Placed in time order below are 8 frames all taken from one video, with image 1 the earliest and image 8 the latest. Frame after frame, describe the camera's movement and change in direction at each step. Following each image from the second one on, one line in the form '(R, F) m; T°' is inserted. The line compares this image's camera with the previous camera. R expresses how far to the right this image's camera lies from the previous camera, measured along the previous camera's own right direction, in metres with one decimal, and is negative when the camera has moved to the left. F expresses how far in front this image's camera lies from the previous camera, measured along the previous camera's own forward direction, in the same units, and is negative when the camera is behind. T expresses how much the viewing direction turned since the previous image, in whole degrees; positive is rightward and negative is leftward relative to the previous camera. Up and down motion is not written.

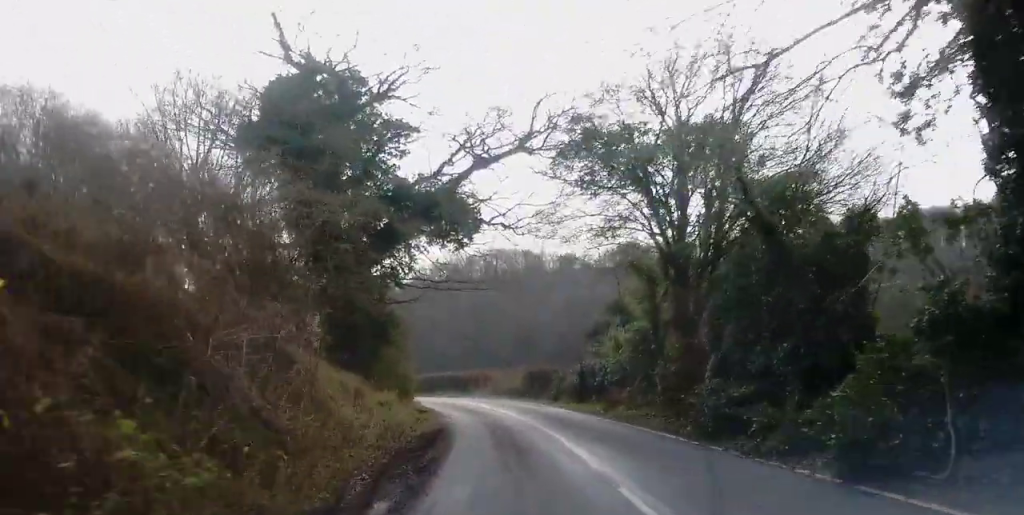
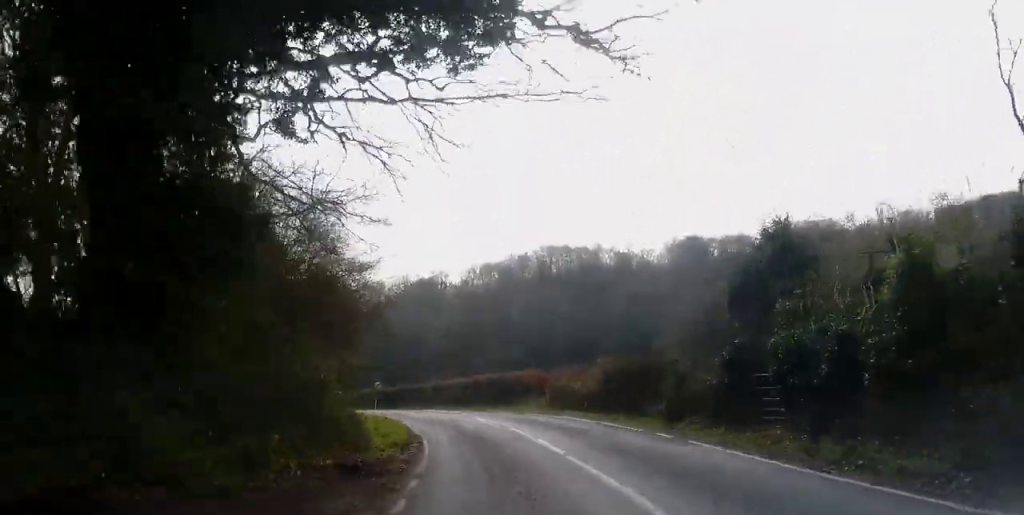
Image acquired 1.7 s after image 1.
(-0.4, +21.0) m; -4°
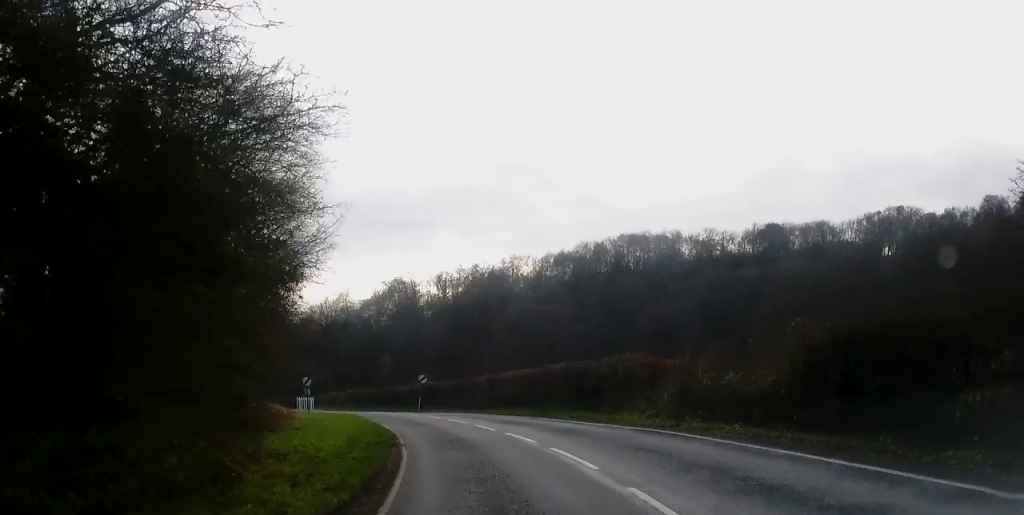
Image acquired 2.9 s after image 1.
(-0.5, +15.6) m; -4°
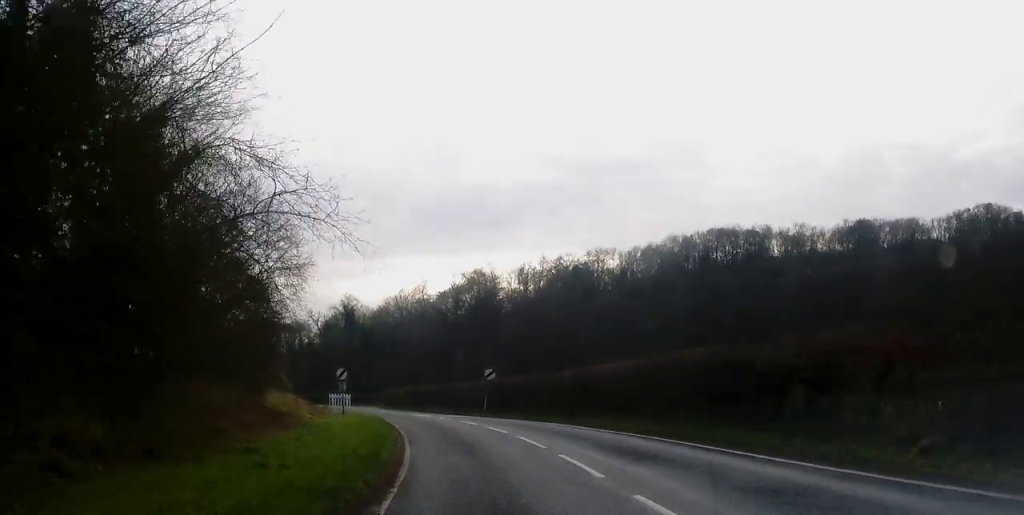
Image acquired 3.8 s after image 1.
(-0.3, +12.1) m; -6°
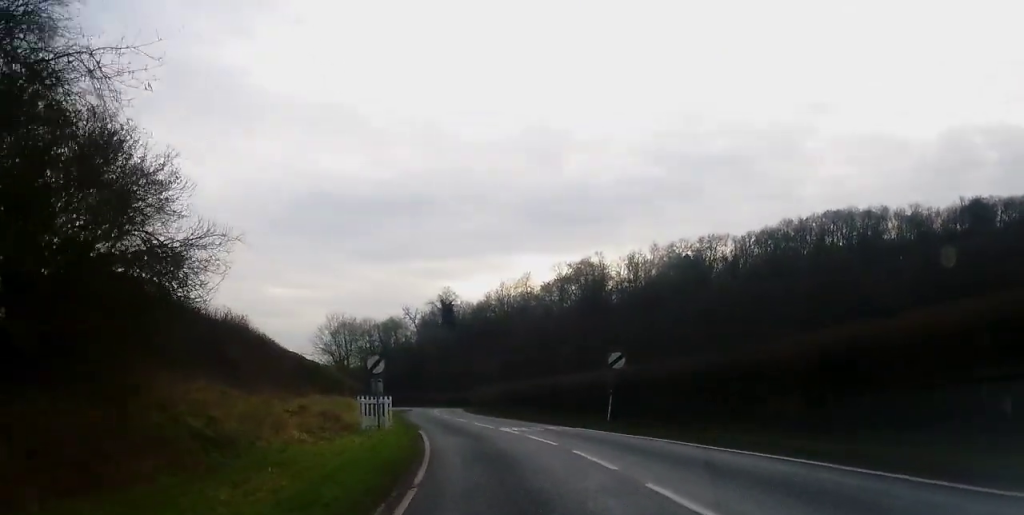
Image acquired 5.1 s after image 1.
(-1.4, +17.1) m; -8°
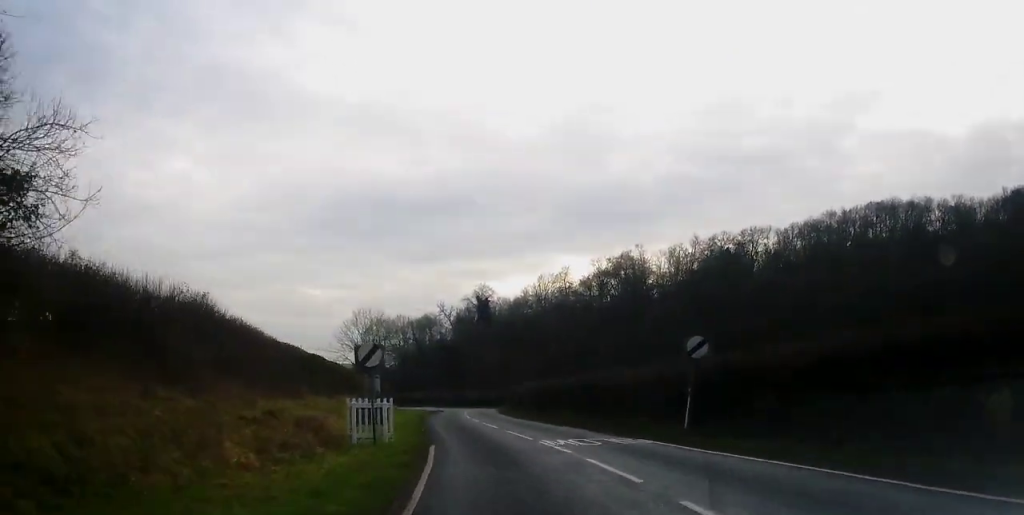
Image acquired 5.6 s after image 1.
(-0.1, +7.4) m; -2°
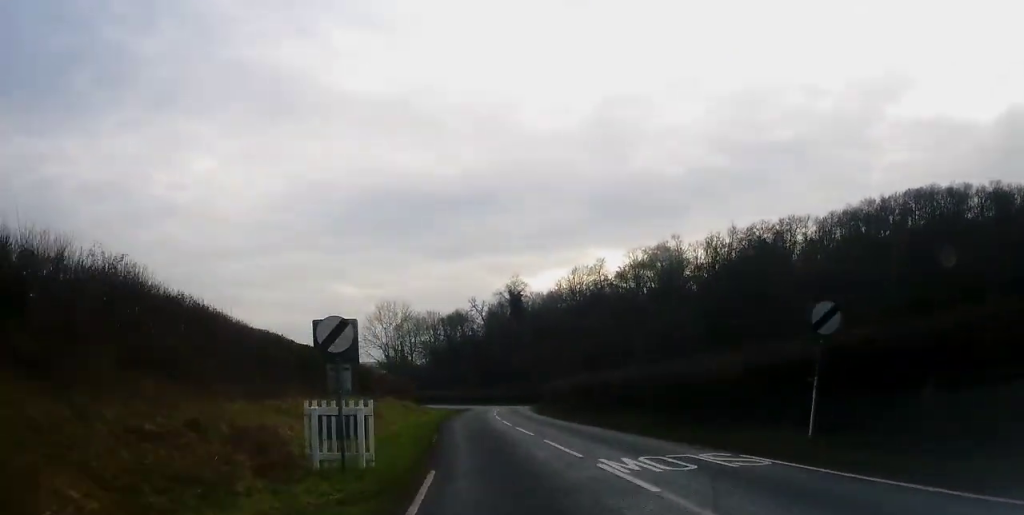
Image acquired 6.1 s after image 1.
(-0.1, +7.1) m; -2°
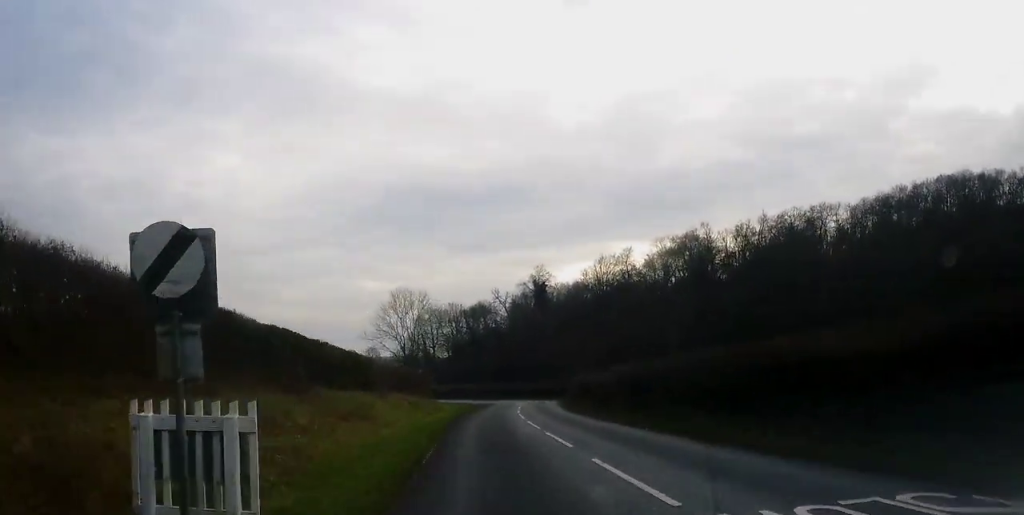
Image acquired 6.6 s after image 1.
(-0.2, +7.2) m; -2°
